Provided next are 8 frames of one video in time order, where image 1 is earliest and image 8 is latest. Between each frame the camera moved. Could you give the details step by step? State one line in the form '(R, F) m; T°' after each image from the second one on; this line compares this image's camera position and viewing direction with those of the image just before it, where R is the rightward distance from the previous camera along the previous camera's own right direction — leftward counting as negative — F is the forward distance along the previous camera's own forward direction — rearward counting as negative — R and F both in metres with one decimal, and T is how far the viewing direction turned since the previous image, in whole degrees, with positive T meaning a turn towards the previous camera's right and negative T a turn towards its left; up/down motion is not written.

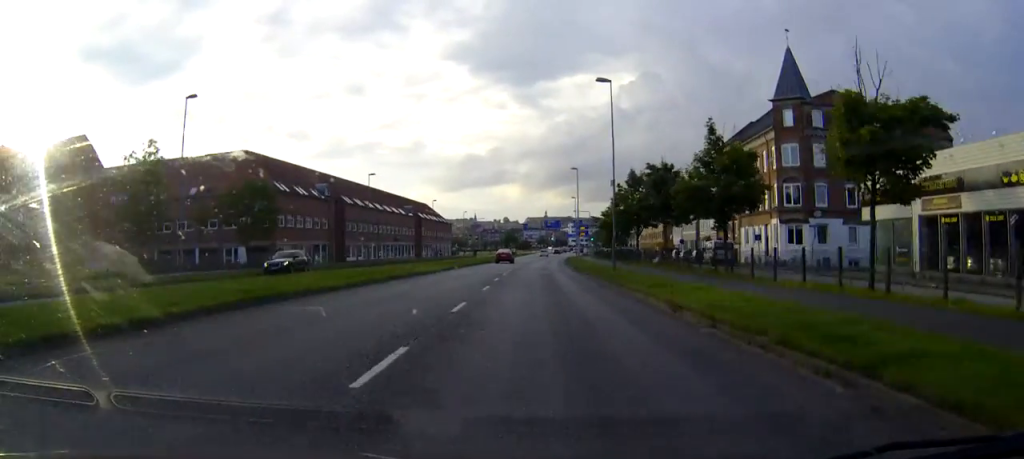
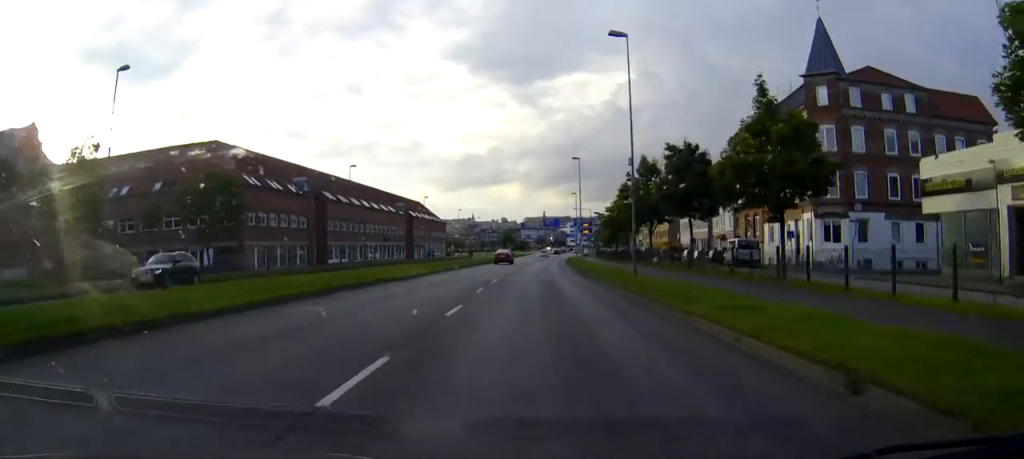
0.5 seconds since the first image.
(0.0, +8.0) m; 0°
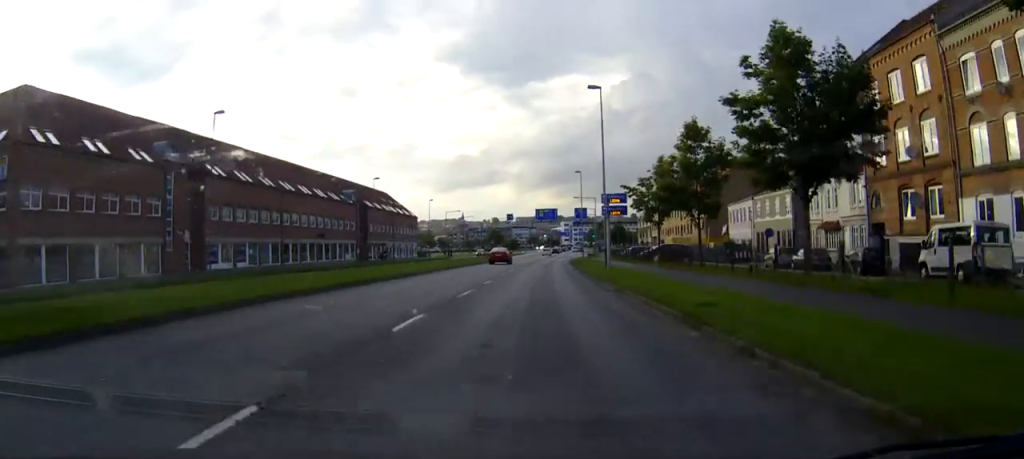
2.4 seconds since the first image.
(+0.2, +33.0) m; +1°
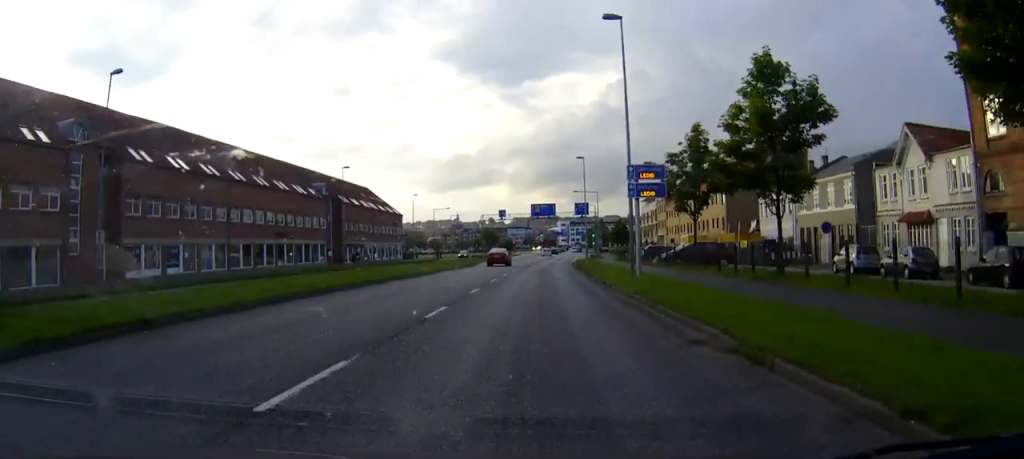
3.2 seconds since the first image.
(0.0, +13.0) m; 0°
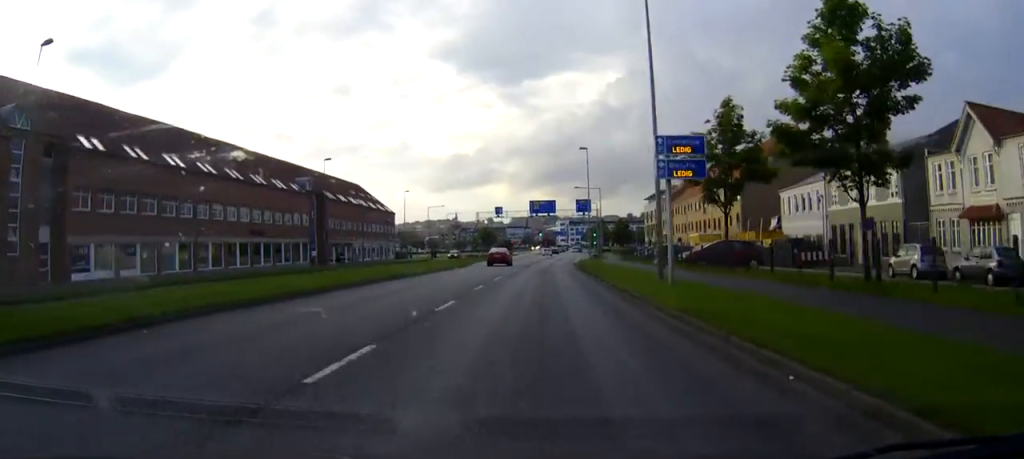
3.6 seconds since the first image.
(0.0, +6.7) m; 0°
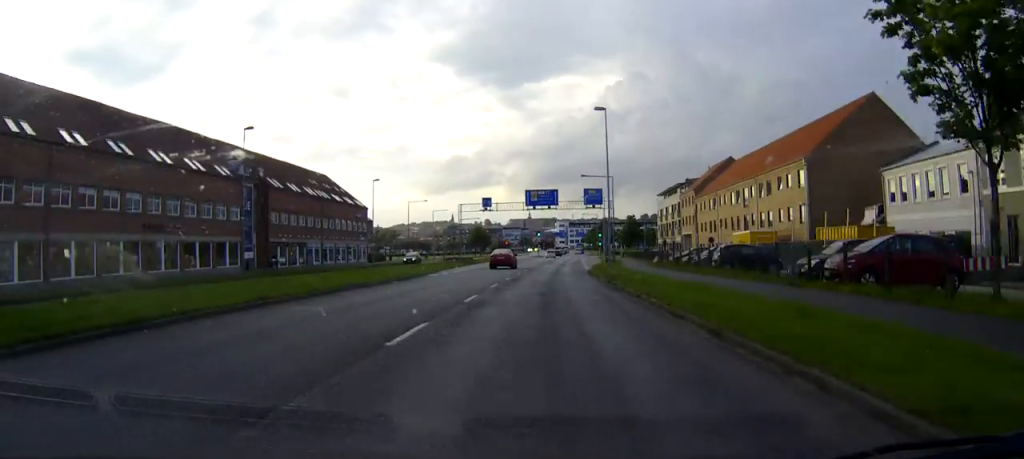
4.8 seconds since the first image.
(0.0, +20.4) m; 0°
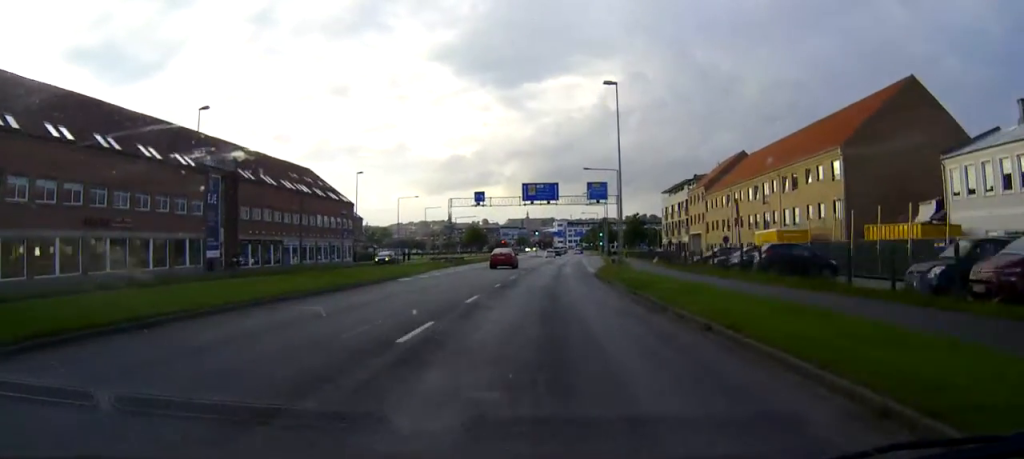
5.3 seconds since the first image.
(0.0, +7.6) m; 0°
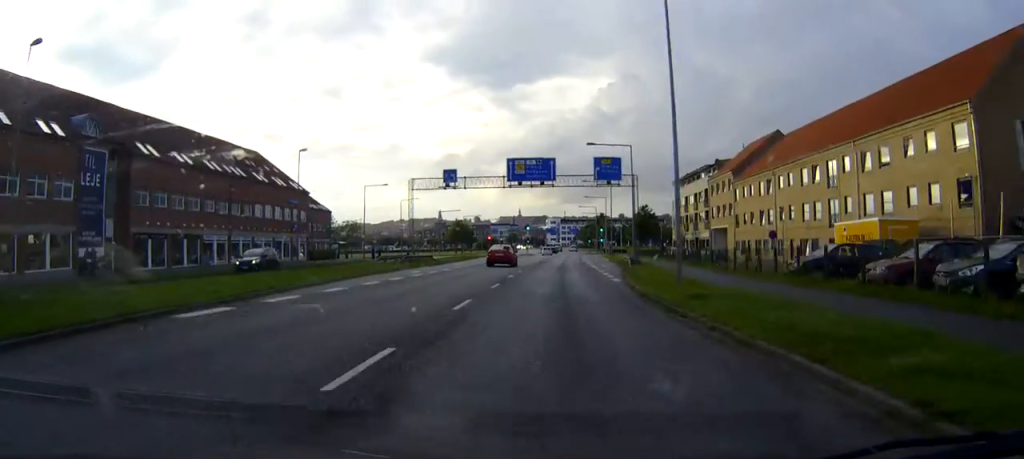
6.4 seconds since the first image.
(0.0, +18.3) m; 0°
